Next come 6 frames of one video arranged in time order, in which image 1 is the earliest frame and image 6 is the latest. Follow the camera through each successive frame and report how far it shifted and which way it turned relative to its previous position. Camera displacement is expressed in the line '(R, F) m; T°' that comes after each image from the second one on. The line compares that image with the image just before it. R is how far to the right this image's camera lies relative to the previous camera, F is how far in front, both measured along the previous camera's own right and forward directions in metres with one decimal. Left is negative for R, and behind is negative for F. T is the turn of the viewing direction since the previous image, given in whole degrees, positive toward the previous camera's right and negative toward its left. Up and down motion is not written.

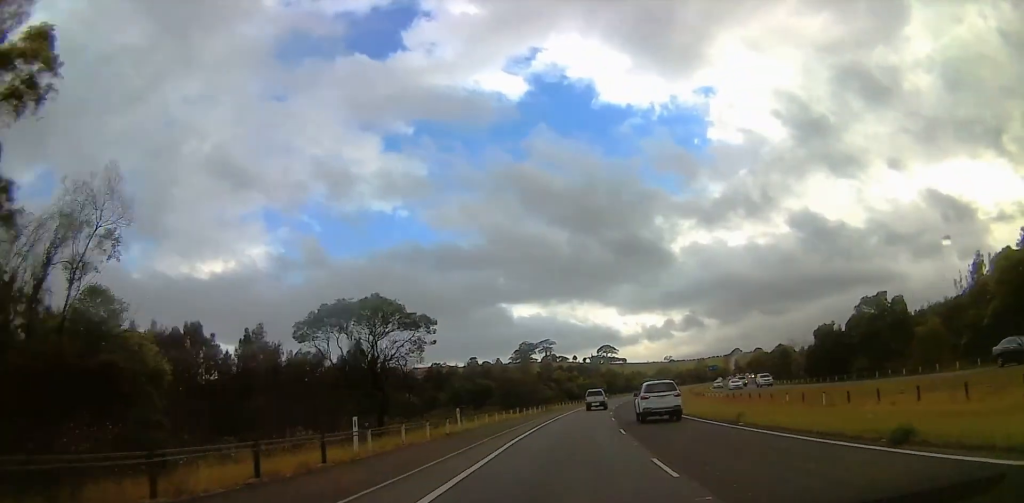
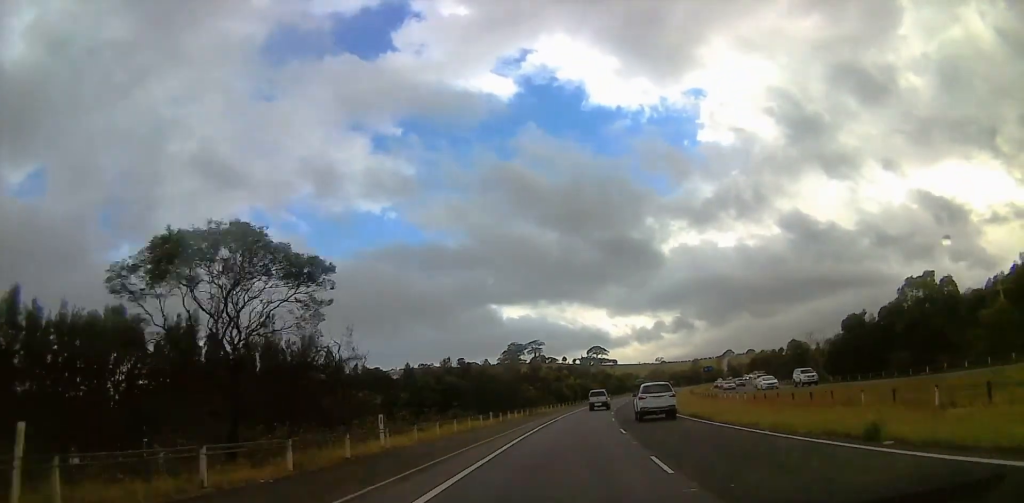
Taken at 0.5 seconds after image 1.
(+0.3, +11.6) m; +1°
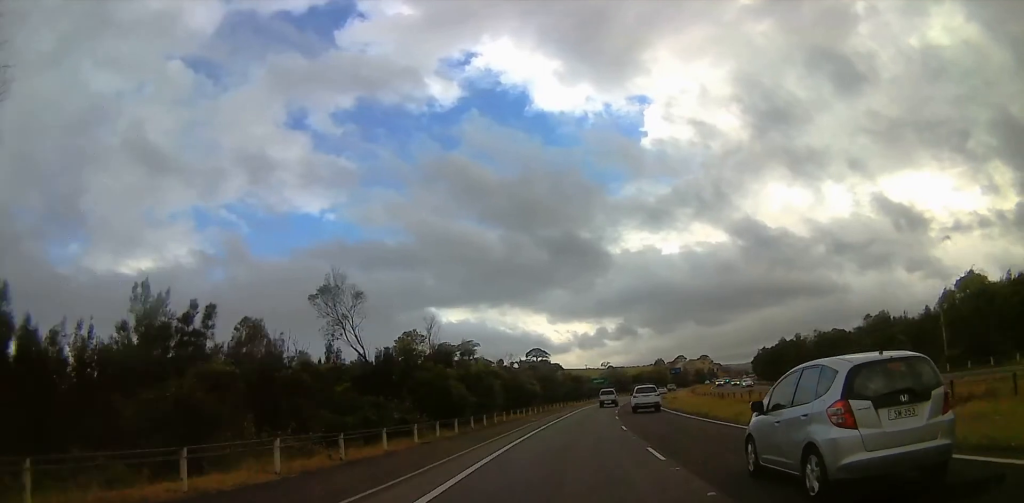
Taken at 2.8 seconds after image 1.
(+1.1, +57.3) m; +4°
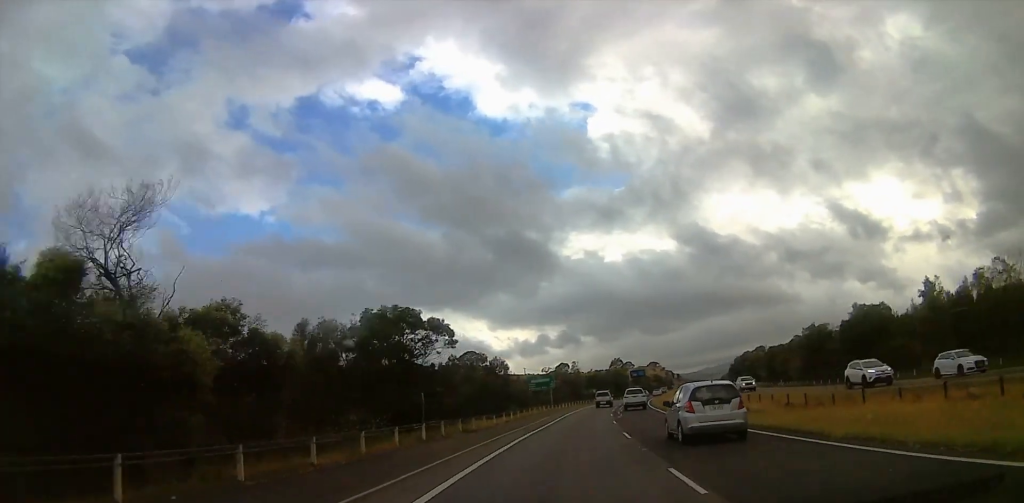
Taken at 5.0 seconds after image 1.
(+1.9, +52.7) m; +3°
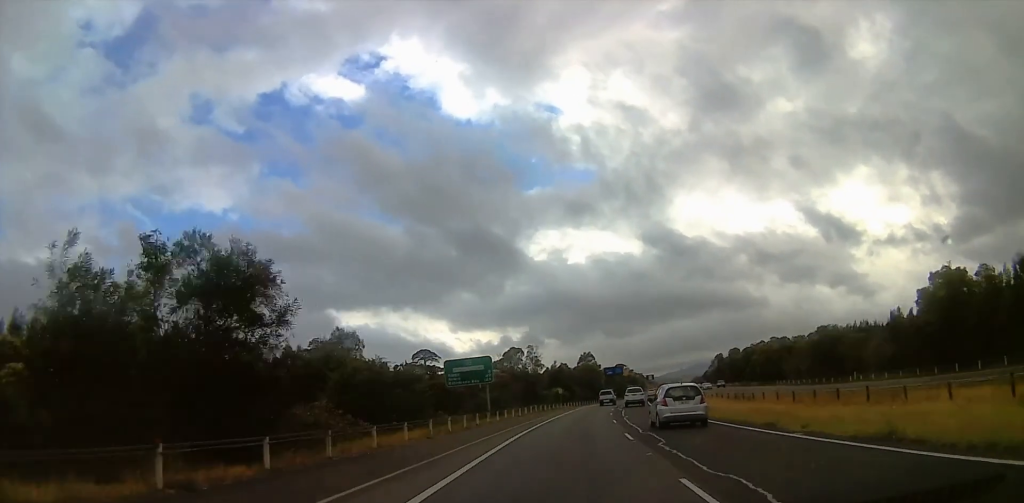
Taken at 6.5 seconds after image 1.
(+1.6, +37.1) m; +6°
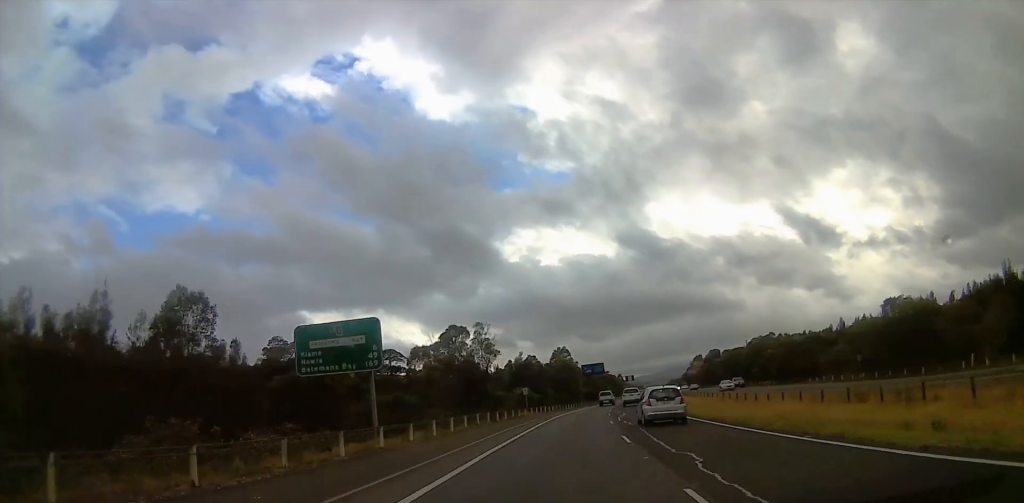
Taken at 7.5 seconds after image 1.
(+0.6, +24.4) m; +2°
